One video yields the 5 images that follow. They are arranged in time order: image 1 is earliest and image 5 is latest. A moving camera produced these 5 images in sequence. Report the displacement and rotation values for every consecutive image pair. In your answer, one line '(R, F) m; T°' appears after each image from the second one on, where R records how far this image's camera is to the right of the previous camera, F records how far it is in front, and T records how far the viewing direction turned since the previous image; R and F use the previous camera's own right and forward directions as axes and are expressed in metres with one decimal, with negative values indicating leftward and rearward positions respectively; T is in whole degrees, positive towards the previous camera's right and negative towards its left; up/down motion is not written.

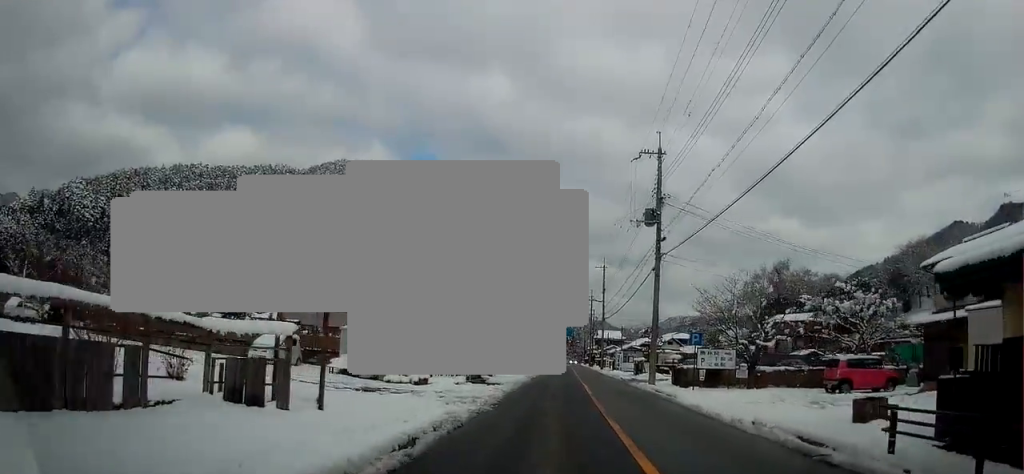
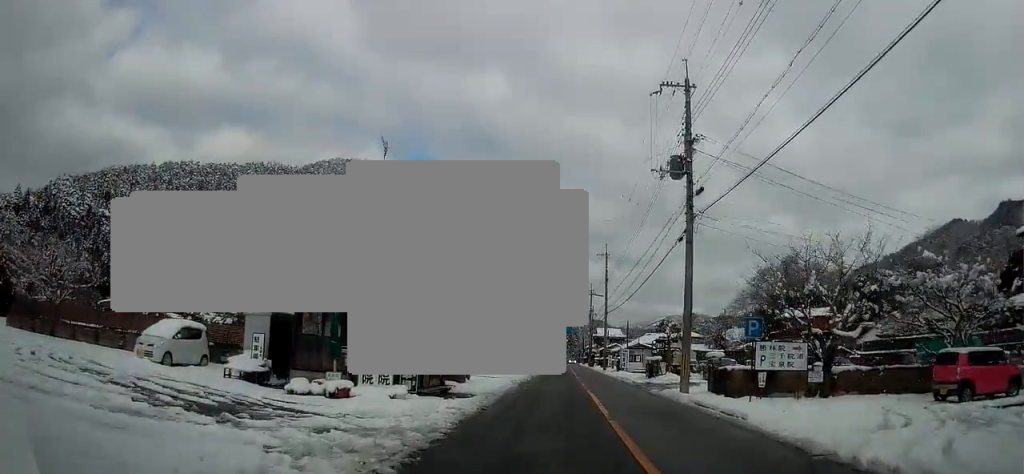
(+0.3, +8.6) m; +1°
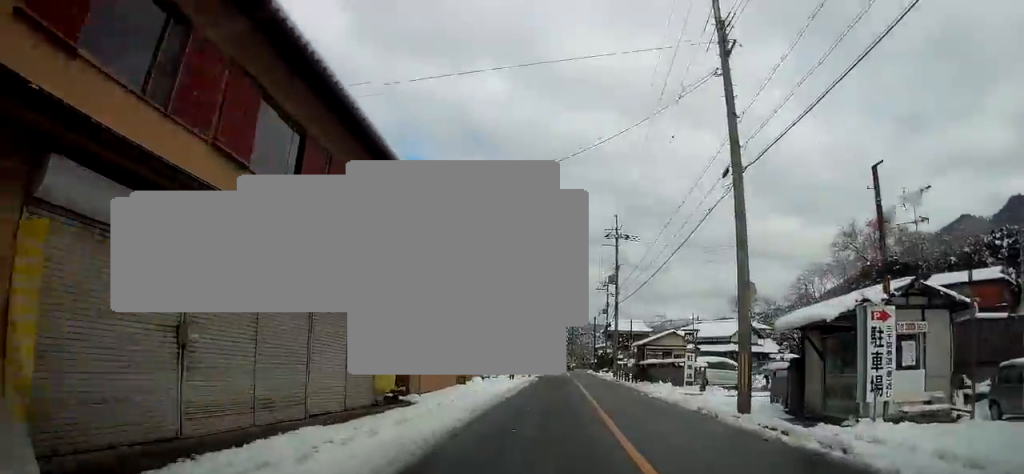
(-2.0, +48.6) m; -3°
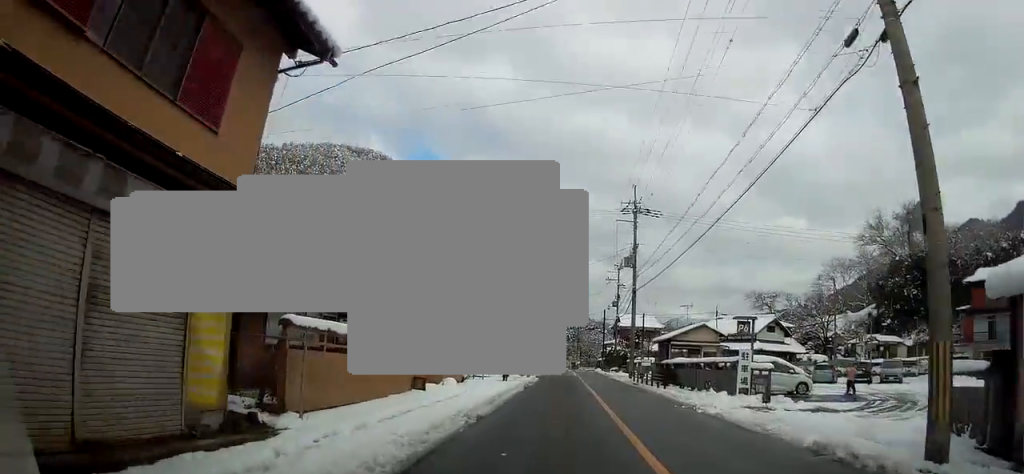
(0.0, +8.1) m; 0°
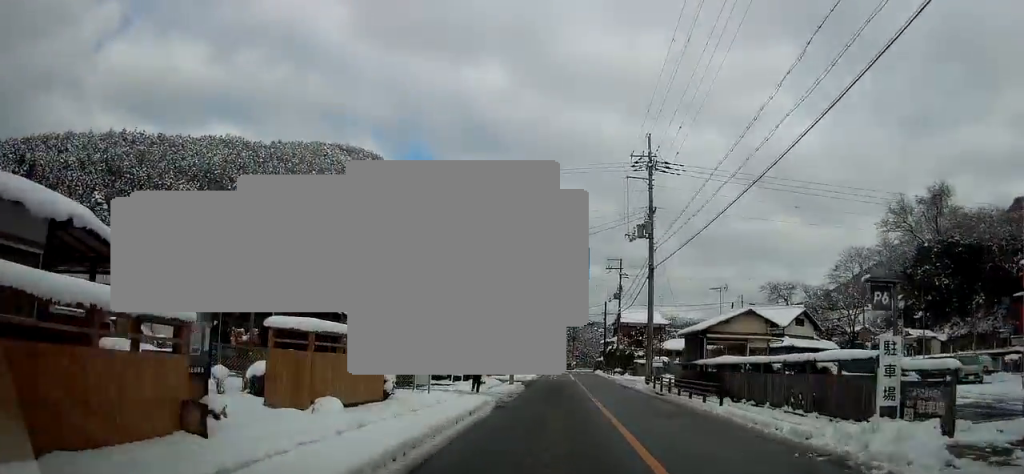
(0.0, +10.1) m; 0°
